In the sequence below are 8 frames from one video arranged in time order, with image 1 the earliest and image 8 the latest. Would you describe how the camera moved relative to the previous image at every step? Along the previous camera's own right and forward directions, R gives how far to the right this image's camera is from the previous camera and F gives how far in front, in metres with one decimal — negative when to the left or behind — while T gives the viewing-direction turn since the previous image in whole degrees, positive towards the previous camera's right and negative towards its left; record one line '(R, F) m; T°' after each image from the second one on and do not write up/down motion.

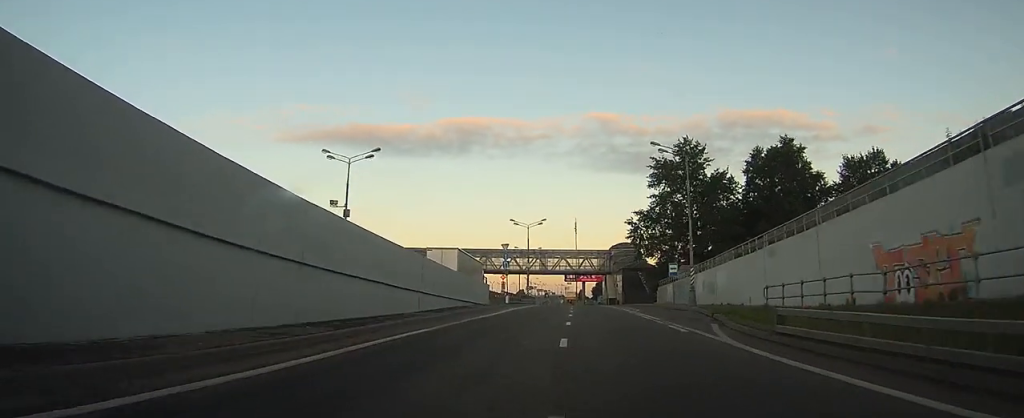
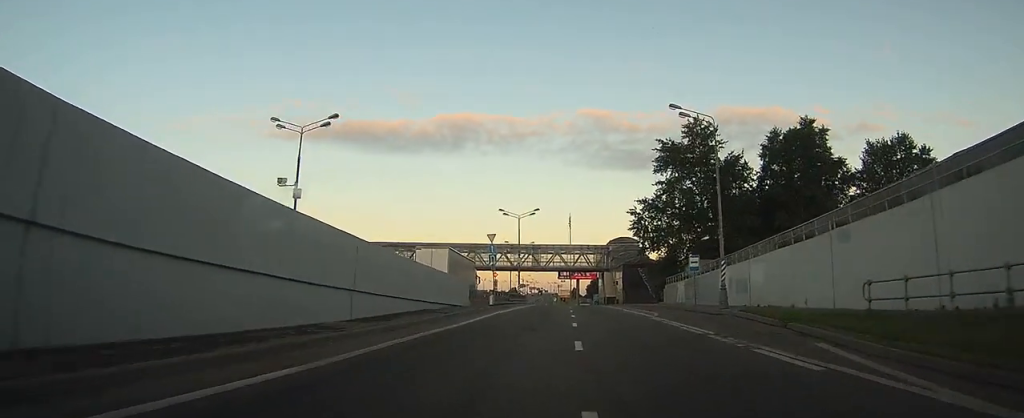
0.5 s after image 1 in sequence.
(0.0, +8.9) m; +1°
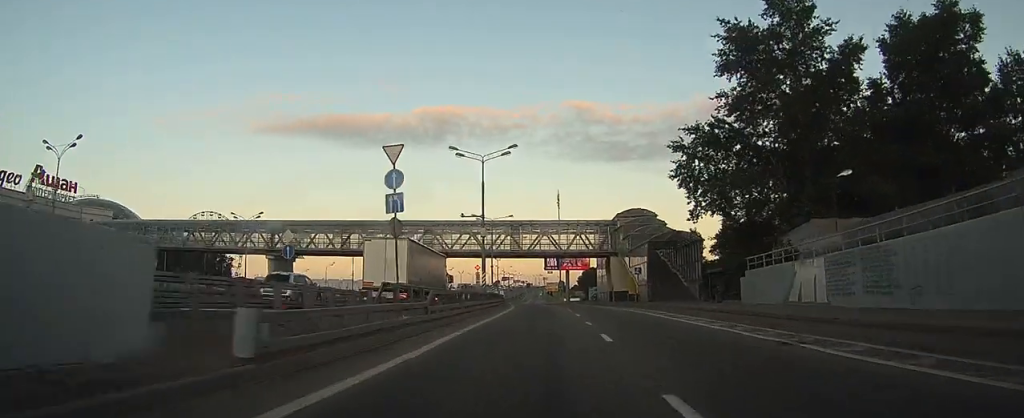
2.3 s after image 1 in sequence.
(+0.6, +32.1) m; +2°
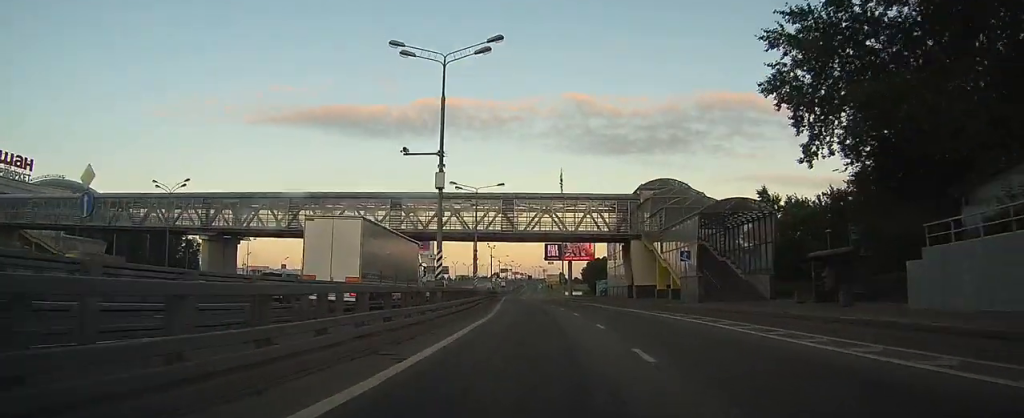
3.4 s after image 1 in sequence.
(+0.3, +19.3) m; +1°
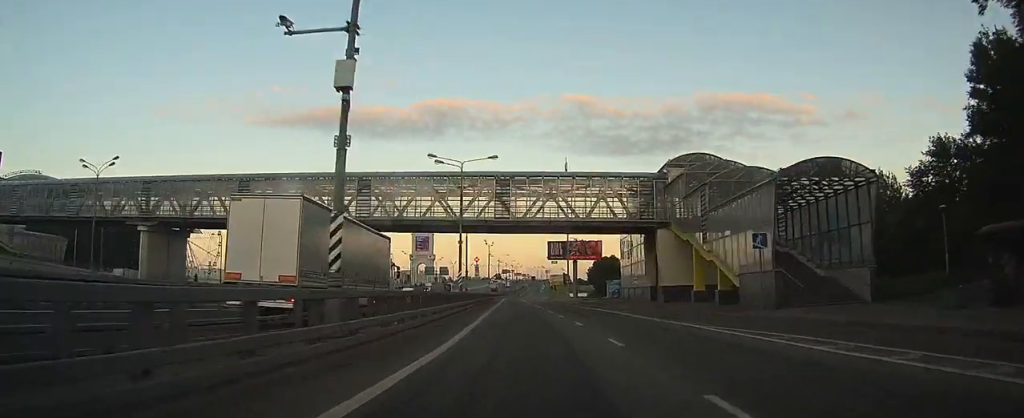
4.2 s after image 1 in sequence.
(+0.1, +13.2) m; 0°
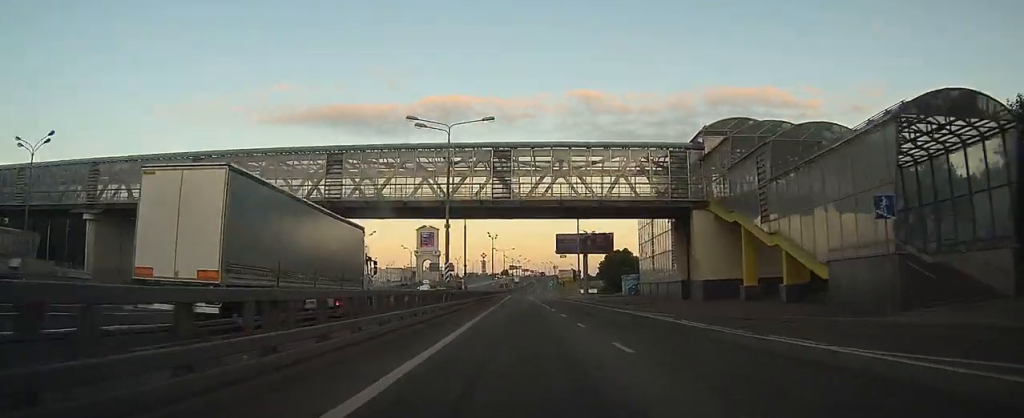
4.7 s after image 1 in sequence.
(0.0, +9.7) m; 0°
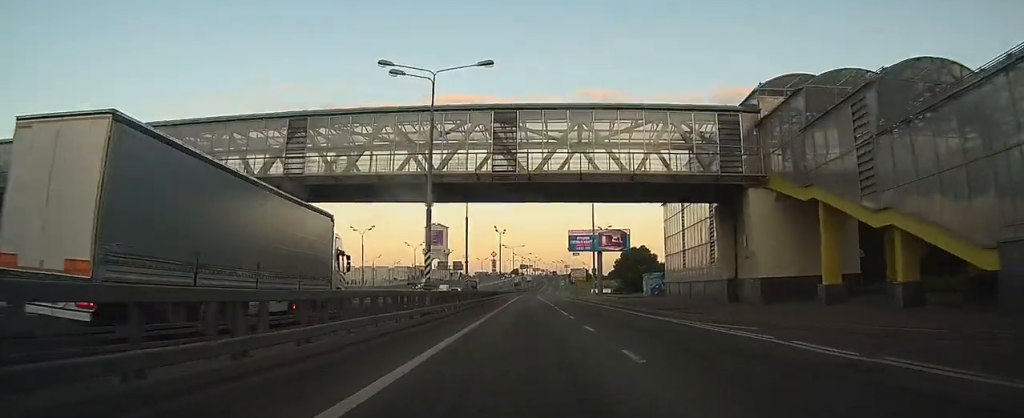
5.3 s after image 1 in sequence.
(0.0, +9.0) m; 0°
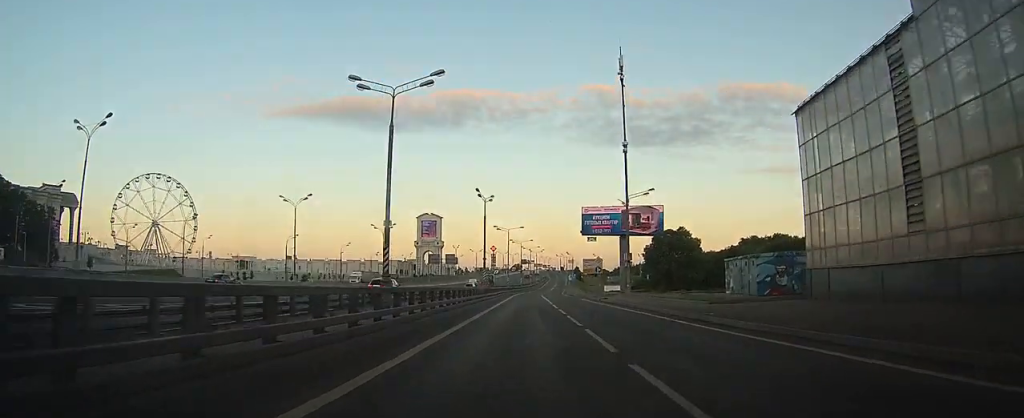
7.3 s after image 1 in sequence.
(-0.4, +34.1) m; -2°
